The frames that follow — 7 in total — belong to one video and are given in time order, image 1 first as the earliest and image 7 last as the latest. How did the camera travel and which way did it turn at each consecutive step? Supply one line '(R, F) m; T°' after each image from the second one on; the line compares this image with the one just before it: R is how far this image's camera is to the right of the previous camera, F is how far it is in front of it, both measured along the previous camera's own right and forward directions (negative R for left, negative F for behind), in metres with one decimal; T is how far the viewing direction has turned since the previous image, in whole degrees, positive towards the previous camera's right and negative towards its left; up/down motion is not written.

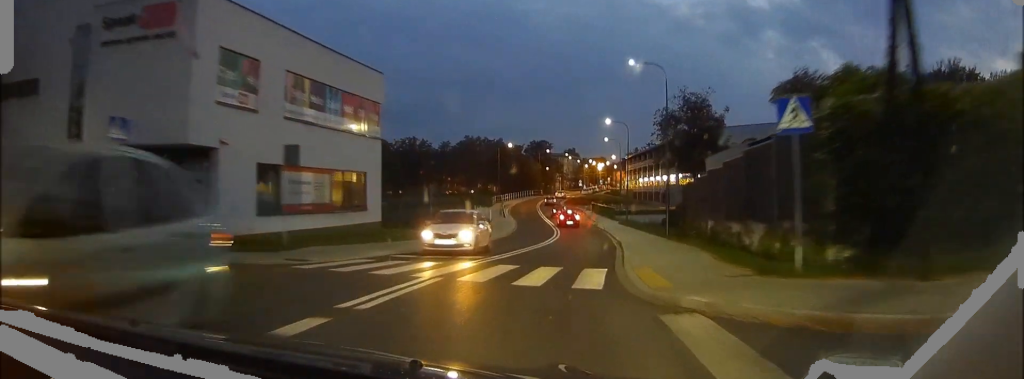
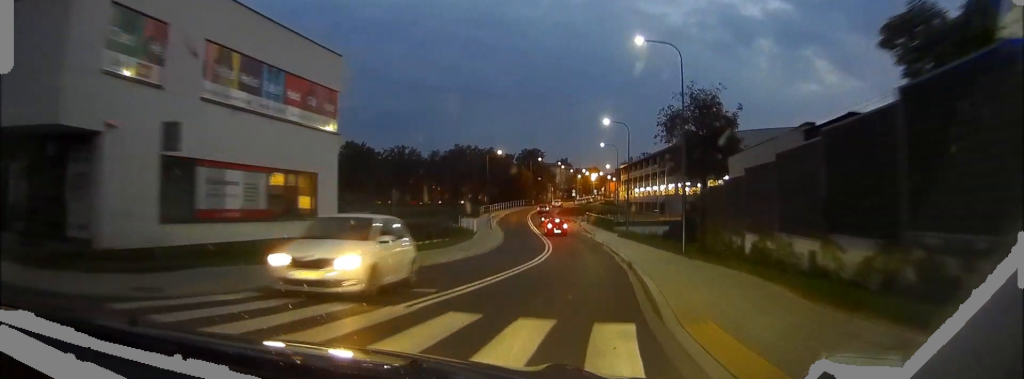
(+0.1, +6.8) m; 0°
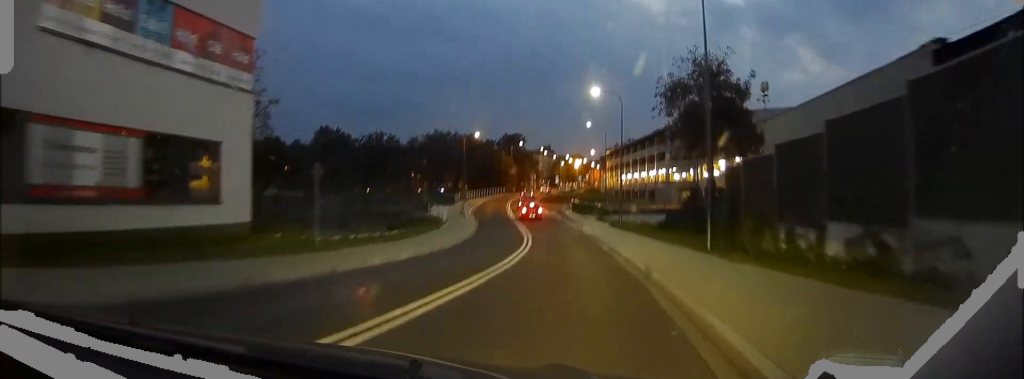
(+0.1, +8.1) m; 0°
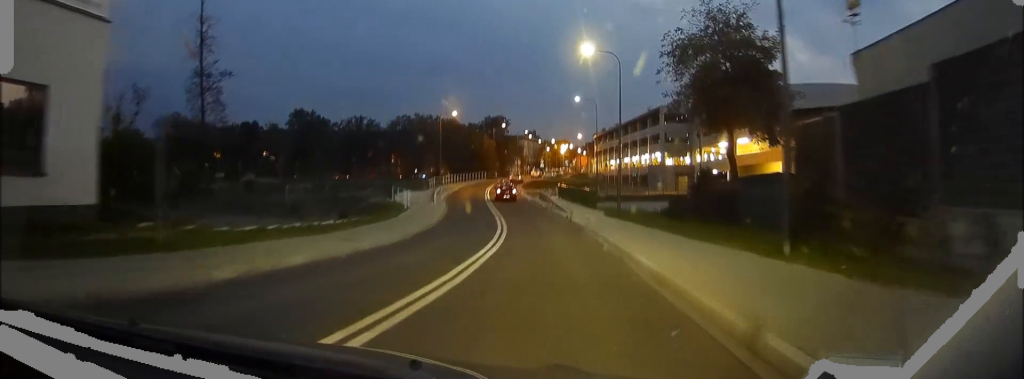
(-0.1, +9.0) m; 0°
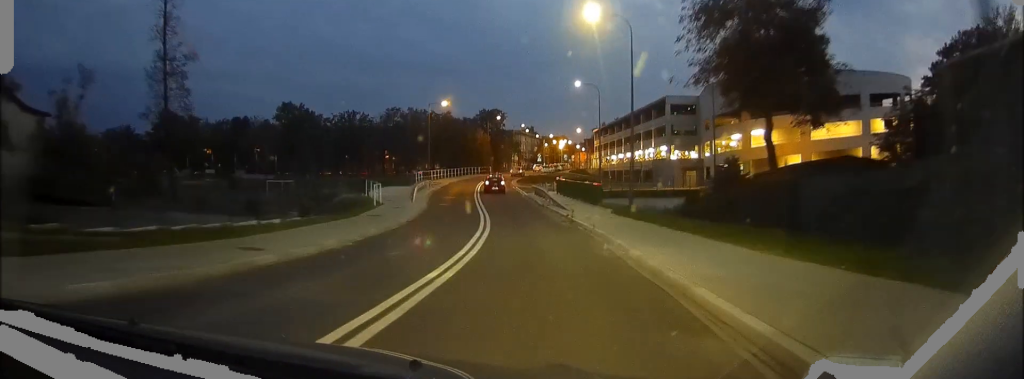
(+0.1, +7.3) m; 0°
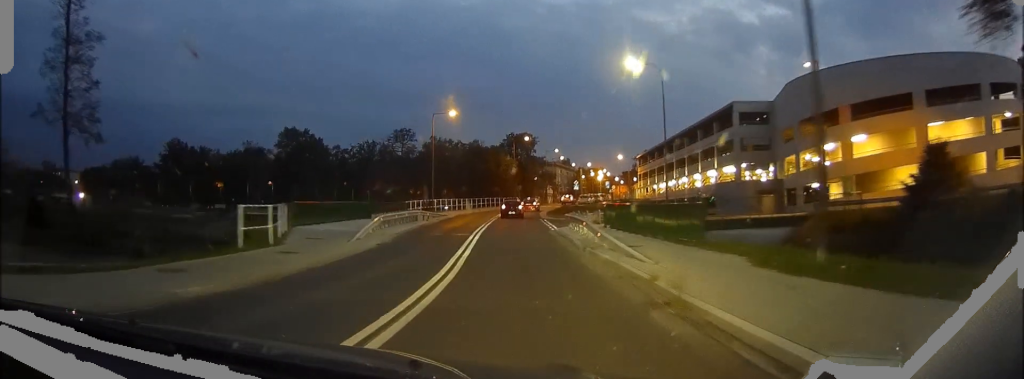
(-0.3, +19.7) m; -2°
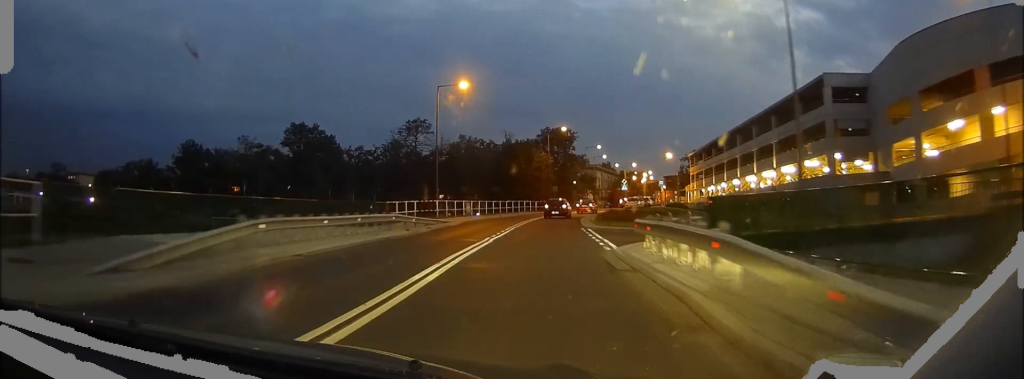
(-0.1, +17.1) m; 0°
